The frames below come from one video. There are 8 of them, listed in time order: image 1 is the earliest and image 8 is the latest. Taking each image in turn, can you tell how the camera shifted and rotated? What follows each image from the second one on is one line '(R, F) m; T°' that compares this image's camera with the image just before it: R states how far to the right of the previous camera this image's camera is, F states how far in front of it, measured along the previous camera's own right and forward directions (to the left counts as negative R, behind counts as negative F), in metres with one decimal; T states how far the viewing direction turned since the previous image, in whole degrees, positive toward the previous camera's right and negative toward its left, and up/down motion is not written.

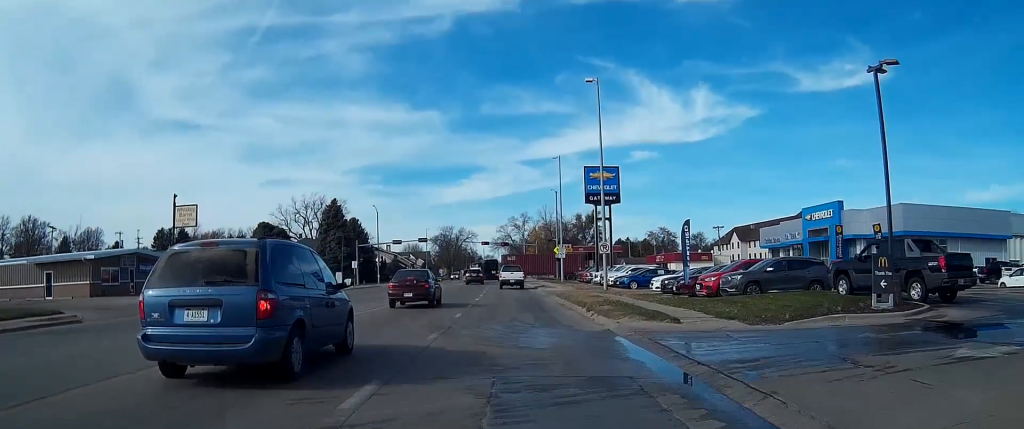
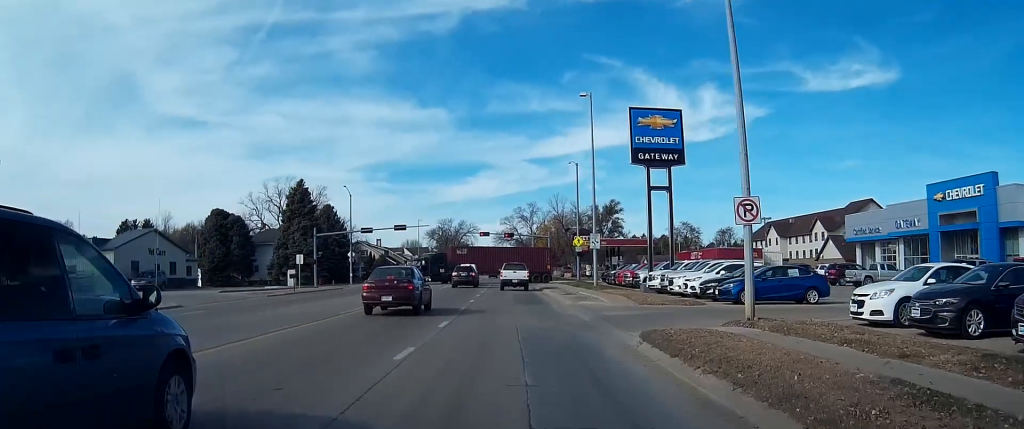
(-0.1, +24.1) m; 0°
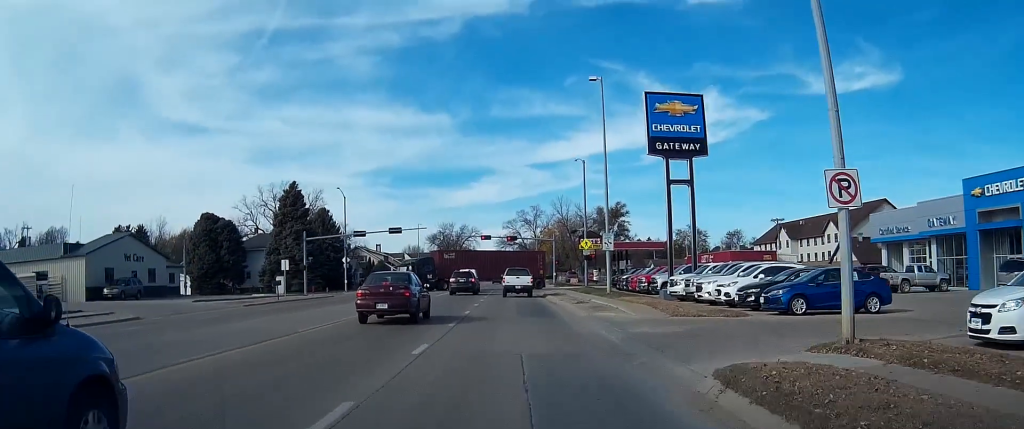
(0.0, +4.8) m; 0°
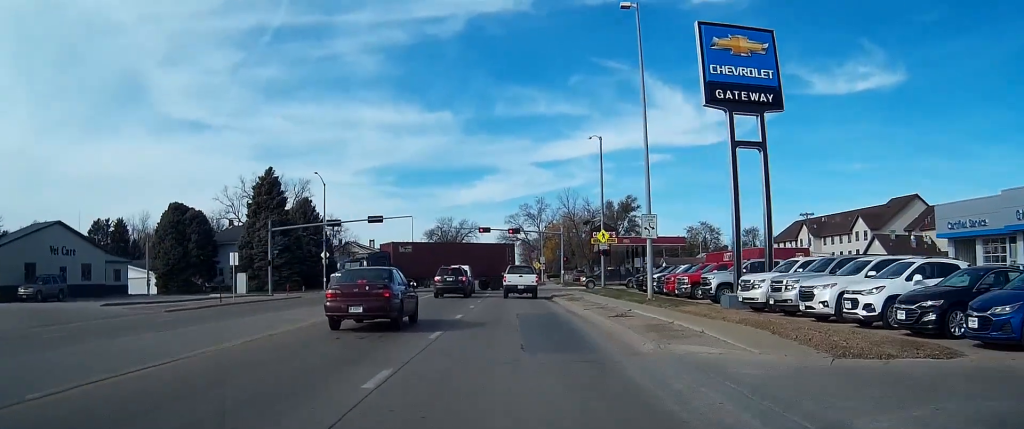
(-0.1, +11.1) m; 0°
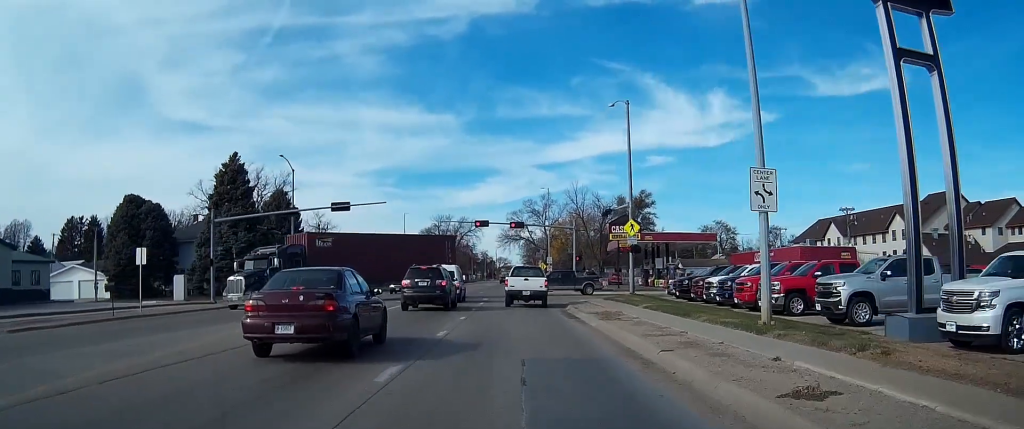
(+0.1, +12.0) m; 0°
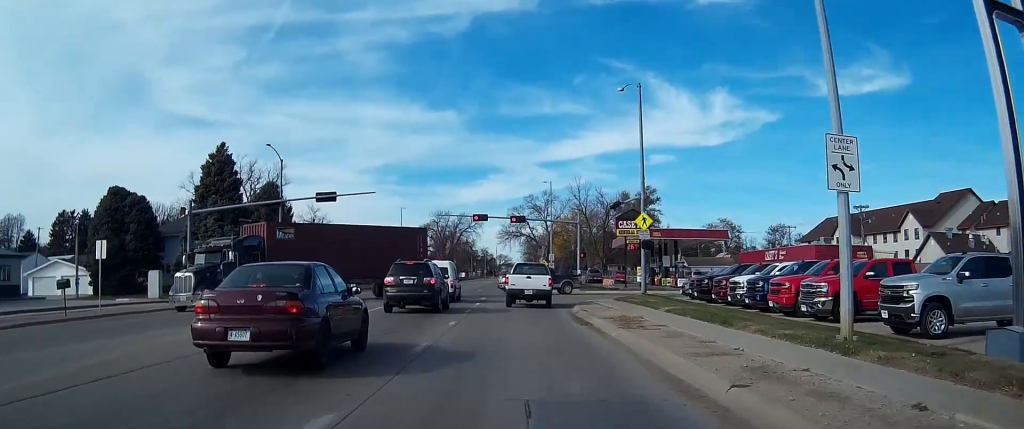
(0.0, +3.7) m; 0°
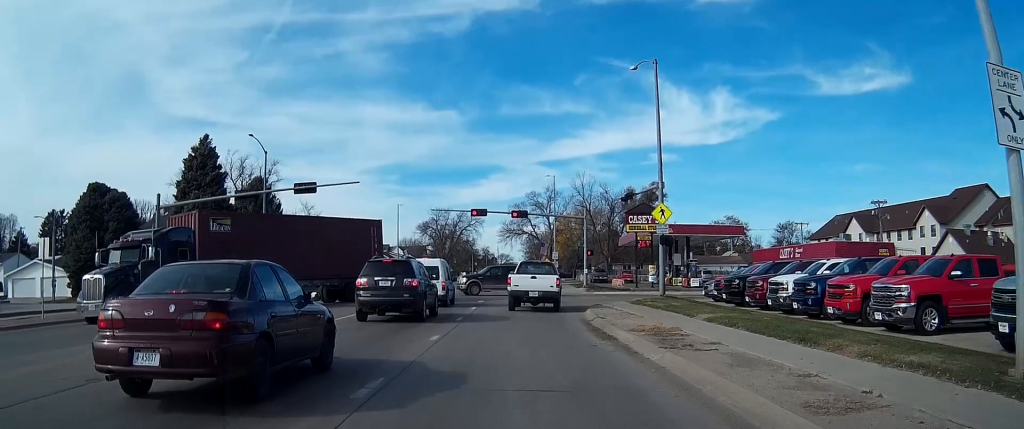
(-0.1, +4.4) m; 0°
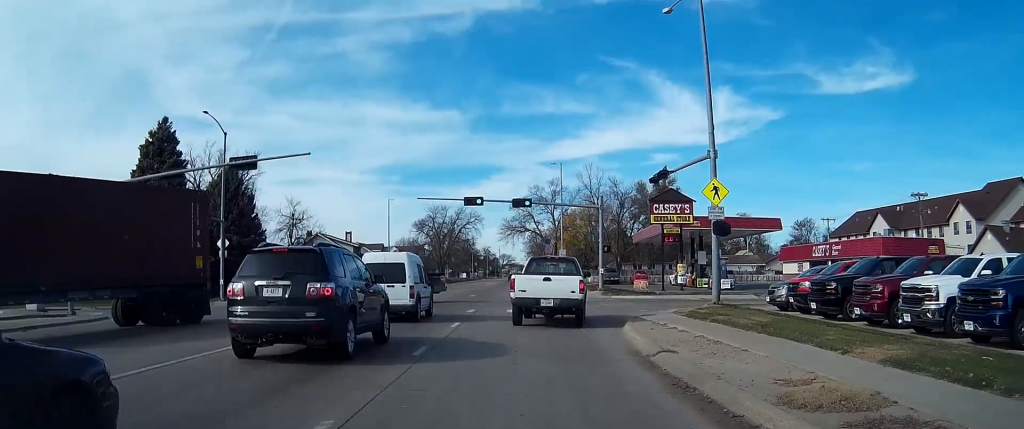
(+0.1, +8.9) m; -1°
